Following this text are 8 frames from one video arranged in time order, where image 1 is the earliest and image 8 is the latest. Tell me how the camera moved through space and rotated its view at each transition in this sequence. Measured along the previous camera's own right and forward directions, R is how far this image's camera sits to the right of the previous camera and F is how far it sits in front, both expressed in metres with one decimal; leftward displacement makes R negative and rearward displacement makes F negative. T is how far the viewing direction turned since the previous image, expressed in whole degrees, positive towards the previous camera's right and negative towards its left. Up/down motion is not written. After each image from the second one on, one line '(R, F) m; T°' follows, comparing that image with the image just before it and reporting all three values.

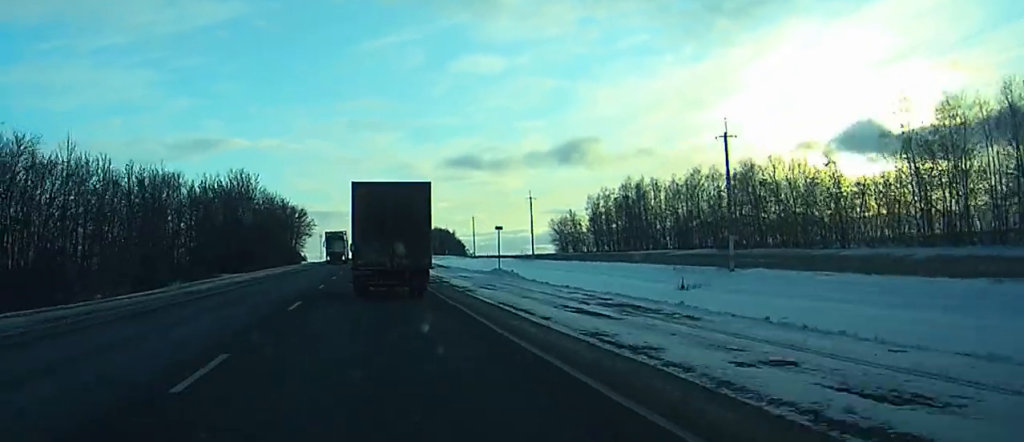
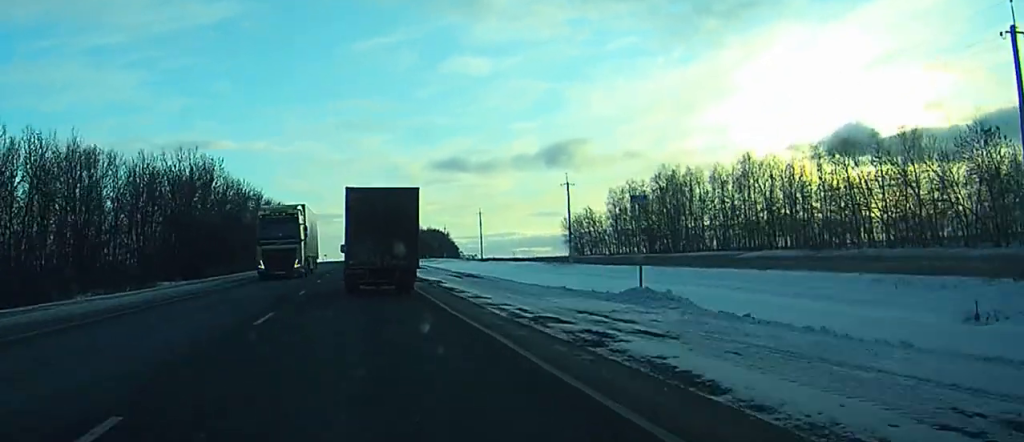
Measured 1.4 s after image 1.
(+0.3, +28.2) m; +1°
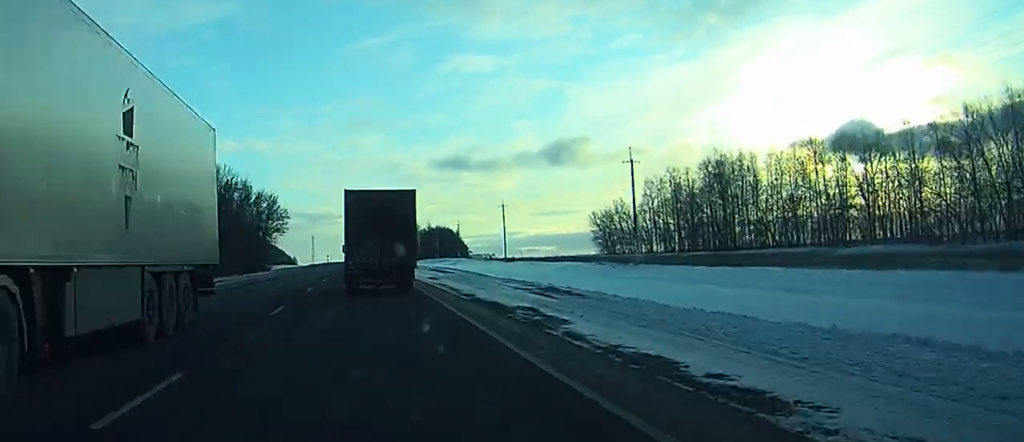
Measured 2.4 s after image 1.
(+0.1, +21.0) m; +1°
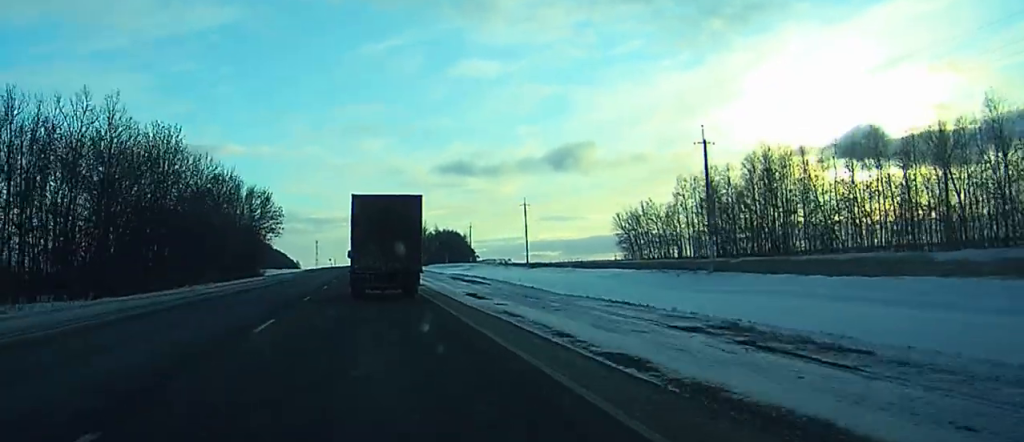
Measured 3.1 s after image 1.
(-0.1, +15.0) m; +1°
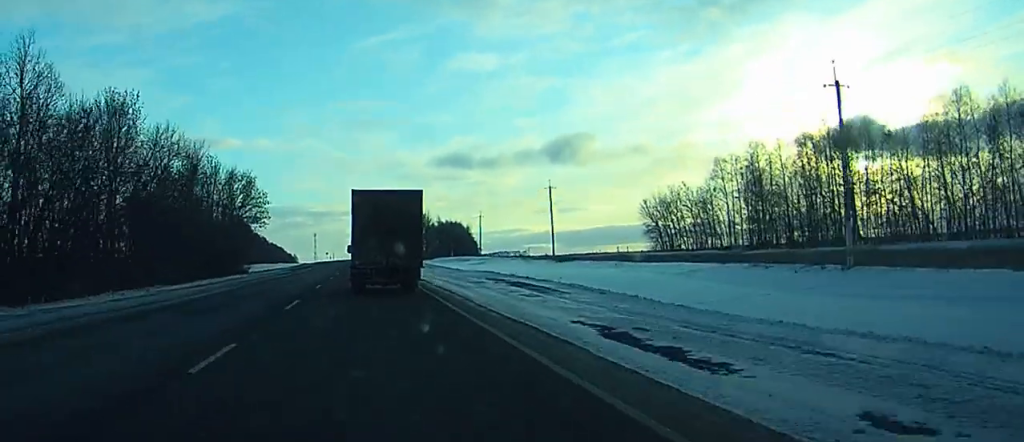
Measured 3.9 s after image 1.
(+0.4, +17.5) m; -2°
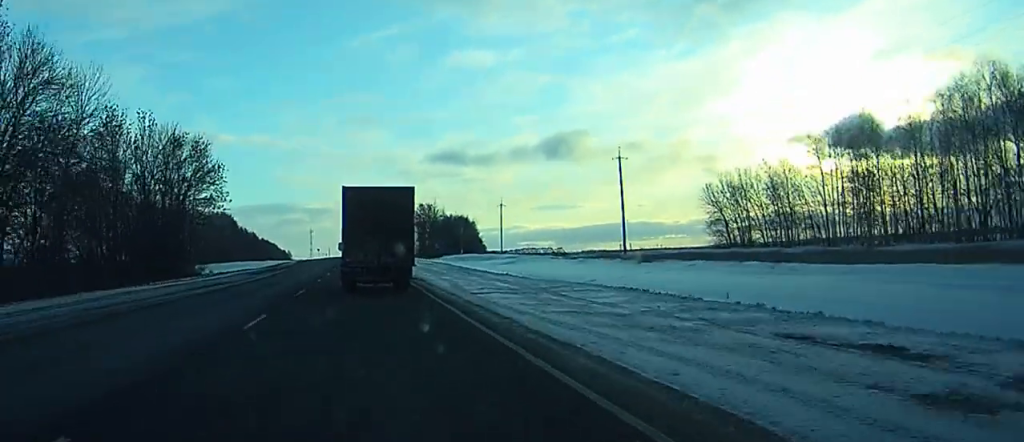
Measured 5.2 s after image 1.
(-1.3, +30.4) m; -2°
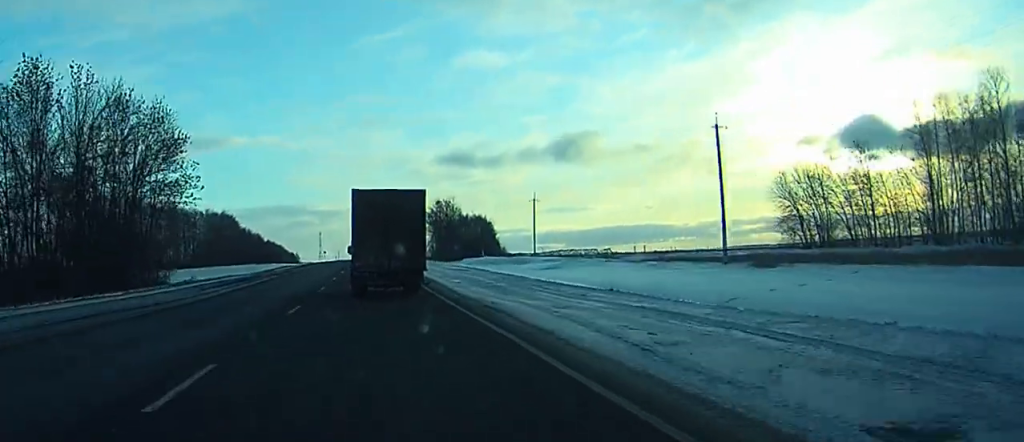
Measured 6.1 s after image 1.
(+0.5, +19.6) m; +1°
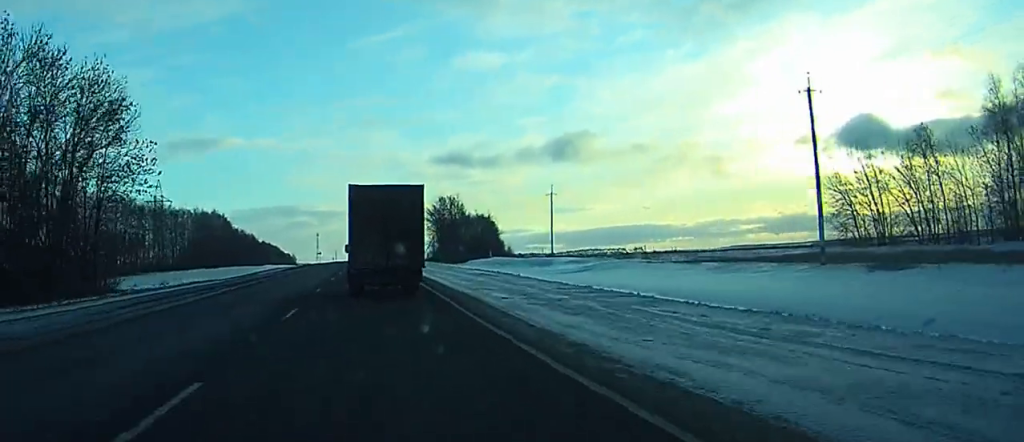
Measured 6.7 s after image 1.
(-0.1, +12.9) m; 0°
